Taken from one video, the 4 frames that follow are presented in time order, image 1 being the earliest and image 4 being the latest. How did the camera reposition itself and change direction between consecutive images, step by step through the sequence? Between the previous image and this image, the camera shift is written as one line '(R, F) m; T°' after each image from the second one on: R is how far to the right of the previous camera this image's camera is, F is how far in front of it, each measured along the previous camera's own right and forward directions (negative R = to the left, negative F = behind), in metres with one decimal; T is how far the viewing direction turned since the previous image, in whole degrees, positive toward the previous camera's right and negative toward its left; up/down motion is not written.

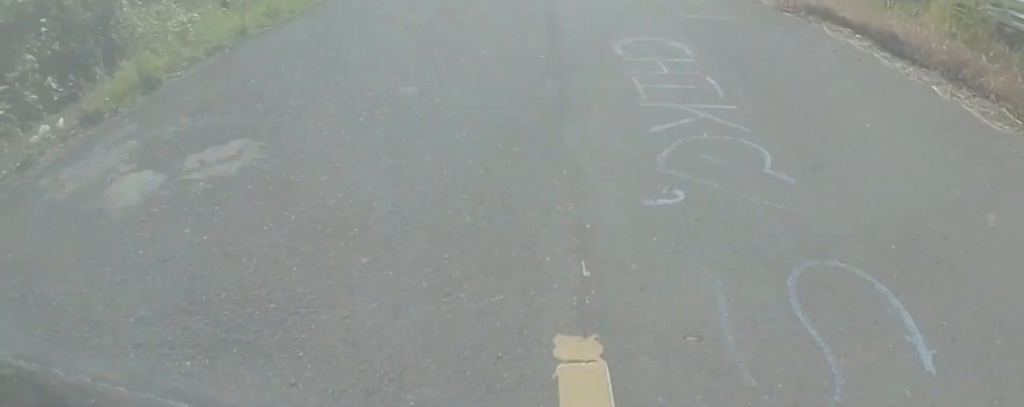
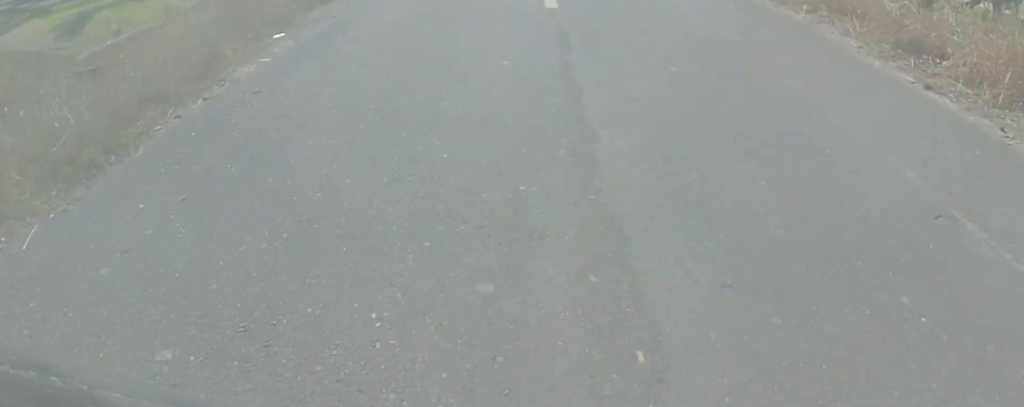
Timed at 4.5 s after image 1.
(+2.3, +55.6) m; +5°
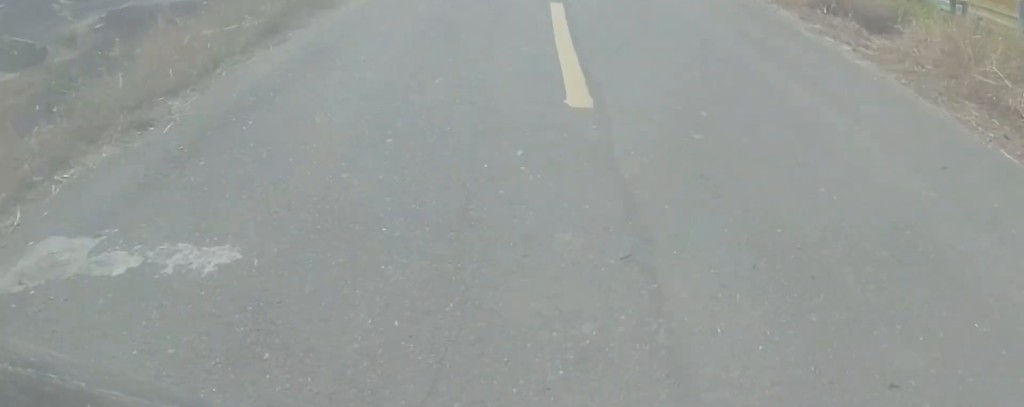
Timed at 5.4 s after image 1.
(+1.0, +9.9) m; +1°
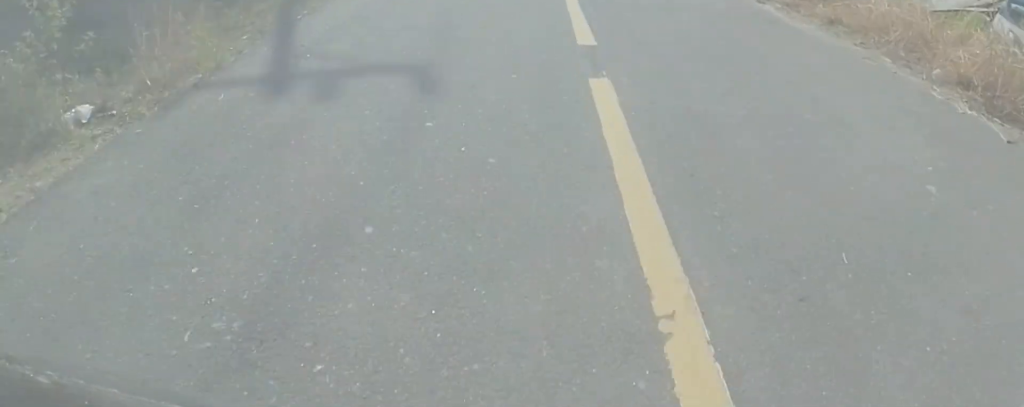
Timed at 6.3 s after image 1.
(-0.7, +9.3) m; 0°
